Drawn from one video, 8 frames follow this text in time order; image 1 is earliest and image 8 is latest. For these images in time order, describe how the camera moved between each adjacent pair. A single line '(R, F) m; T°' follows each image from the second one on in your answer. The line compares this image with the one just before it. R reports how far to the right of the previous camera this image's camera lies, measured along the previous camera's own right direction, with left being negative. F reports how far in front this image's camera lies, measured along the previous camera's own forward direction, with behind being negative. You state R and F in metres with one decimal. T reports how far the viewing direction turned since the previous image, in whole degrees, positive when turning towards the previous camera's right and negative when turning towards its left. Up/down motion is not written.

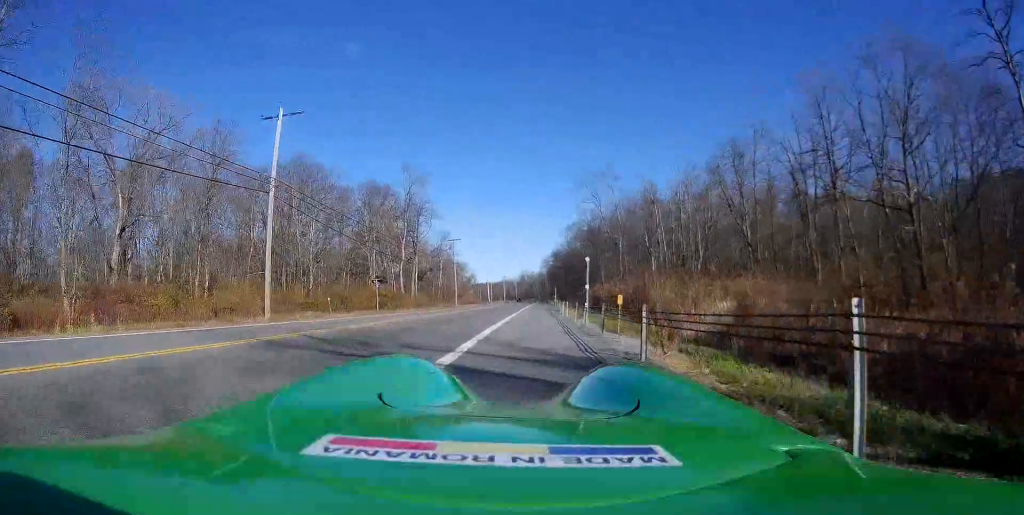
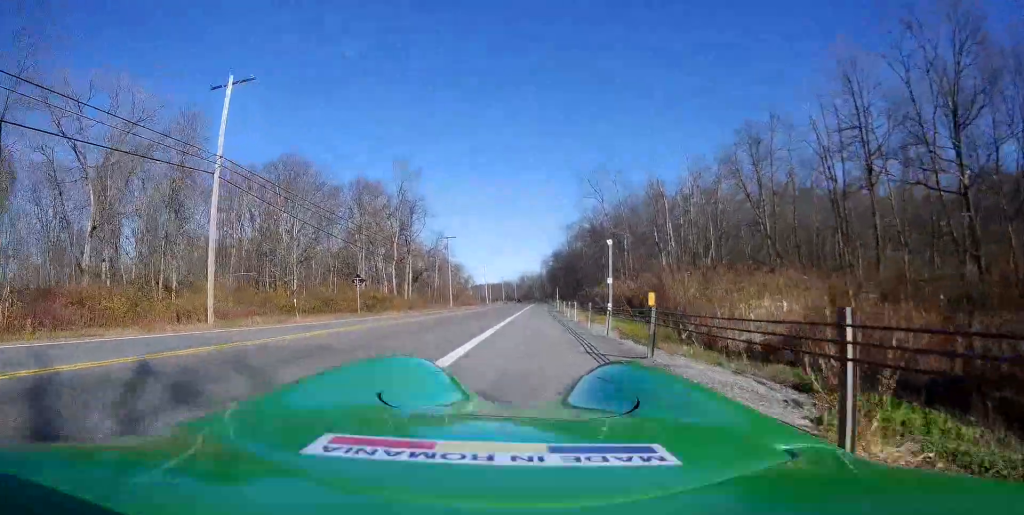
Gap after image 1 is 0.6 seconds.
(0.0, +5.2) m; -1°
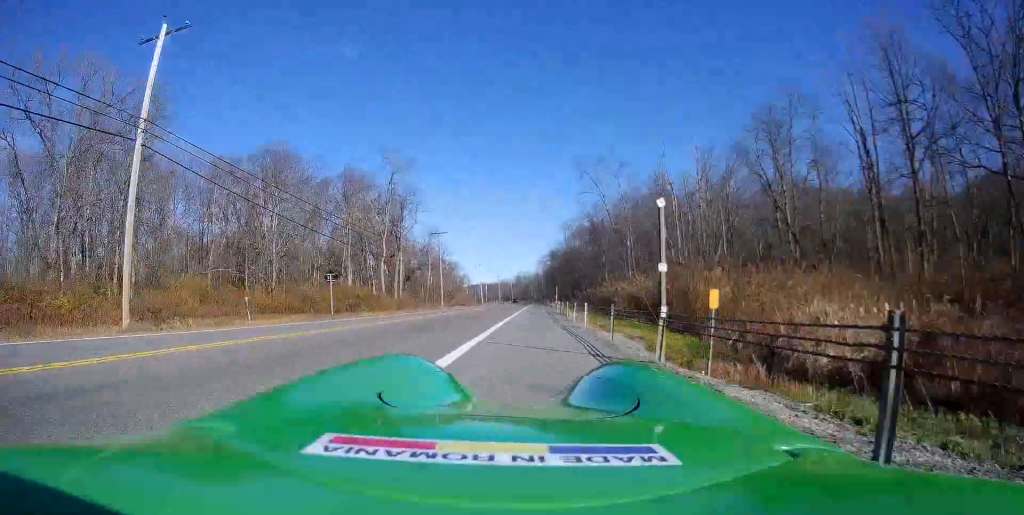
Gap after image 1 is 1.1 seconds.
(-0.2, +4.8) m; -2°
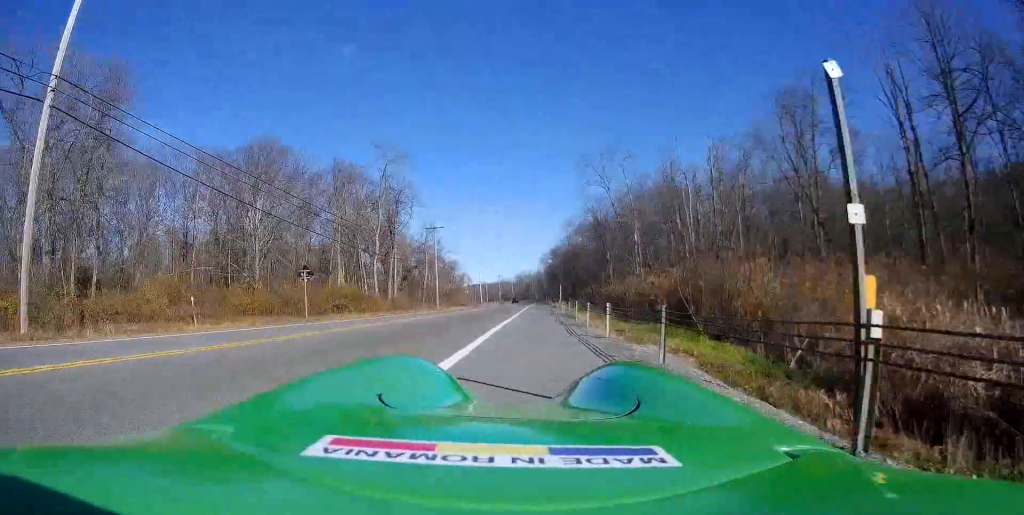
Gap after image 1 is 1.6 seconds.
(0.0, +4.5) m; 0°
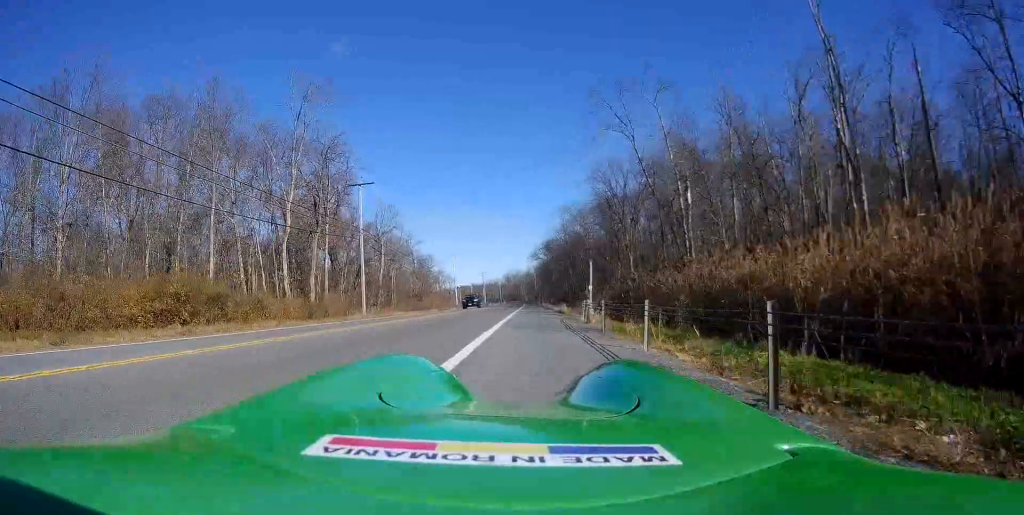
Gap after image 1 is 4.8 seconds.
(+0.4, +28.8) m; +3°
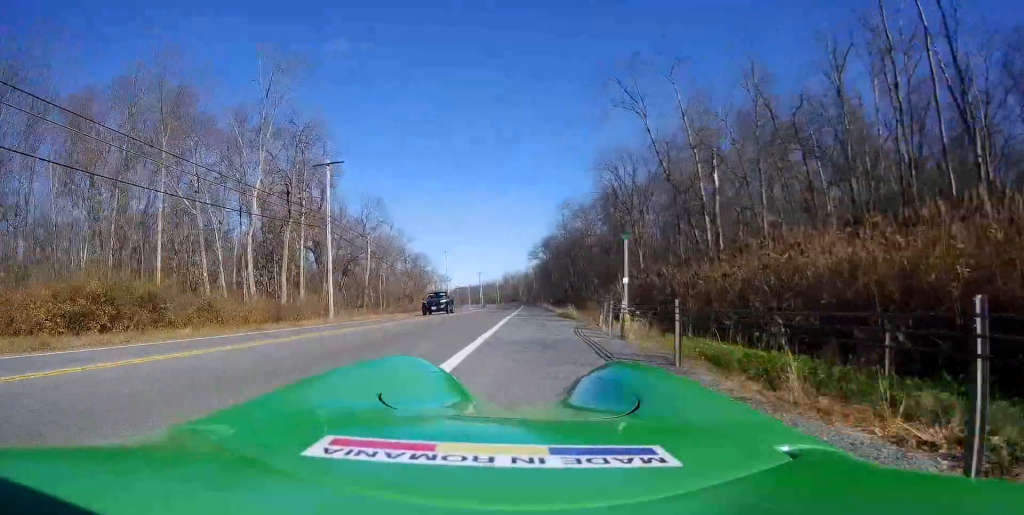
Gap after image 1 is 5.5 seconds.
(+0.1, +6.9) m; 0°
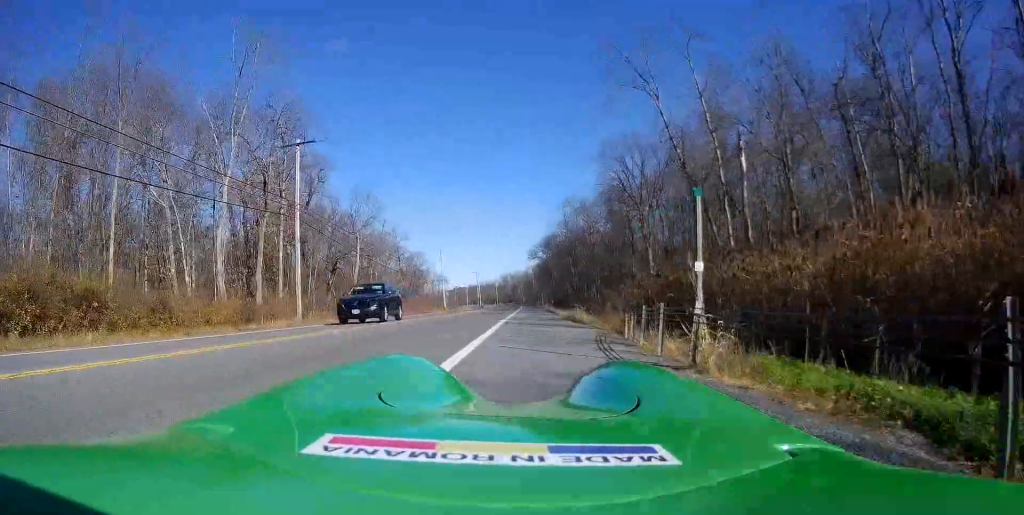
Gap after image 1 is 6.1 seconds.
(-0.3, +5.4) m; -1°
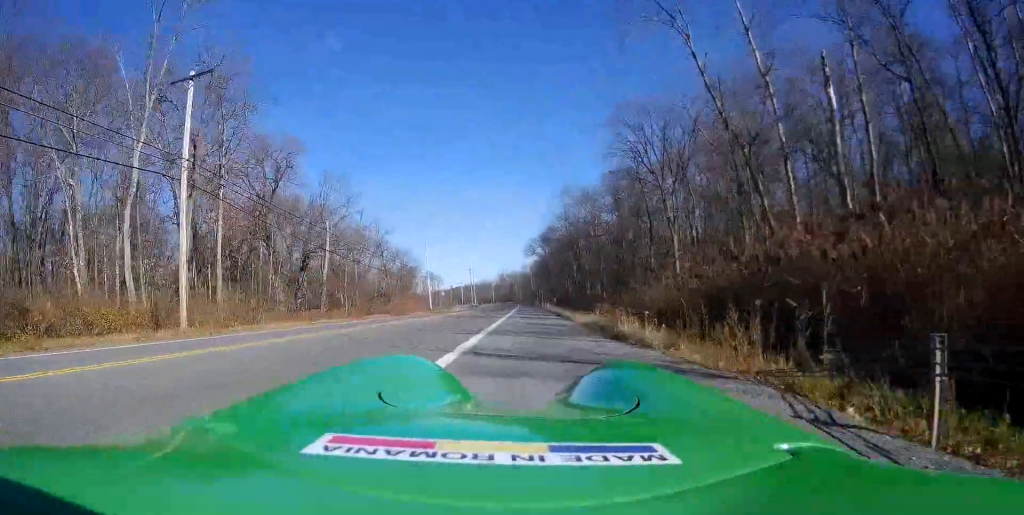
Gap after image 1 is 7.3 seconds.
(+0.2, +10.9) m; 0°
